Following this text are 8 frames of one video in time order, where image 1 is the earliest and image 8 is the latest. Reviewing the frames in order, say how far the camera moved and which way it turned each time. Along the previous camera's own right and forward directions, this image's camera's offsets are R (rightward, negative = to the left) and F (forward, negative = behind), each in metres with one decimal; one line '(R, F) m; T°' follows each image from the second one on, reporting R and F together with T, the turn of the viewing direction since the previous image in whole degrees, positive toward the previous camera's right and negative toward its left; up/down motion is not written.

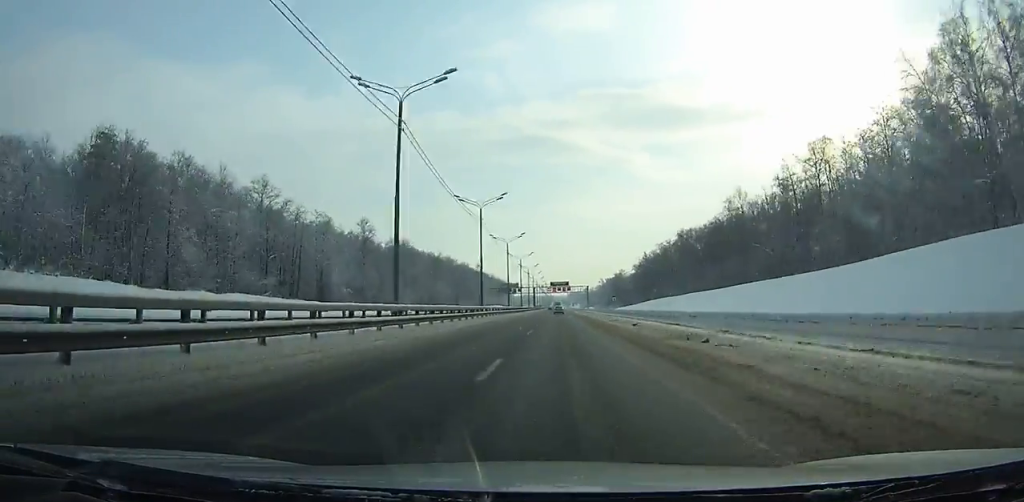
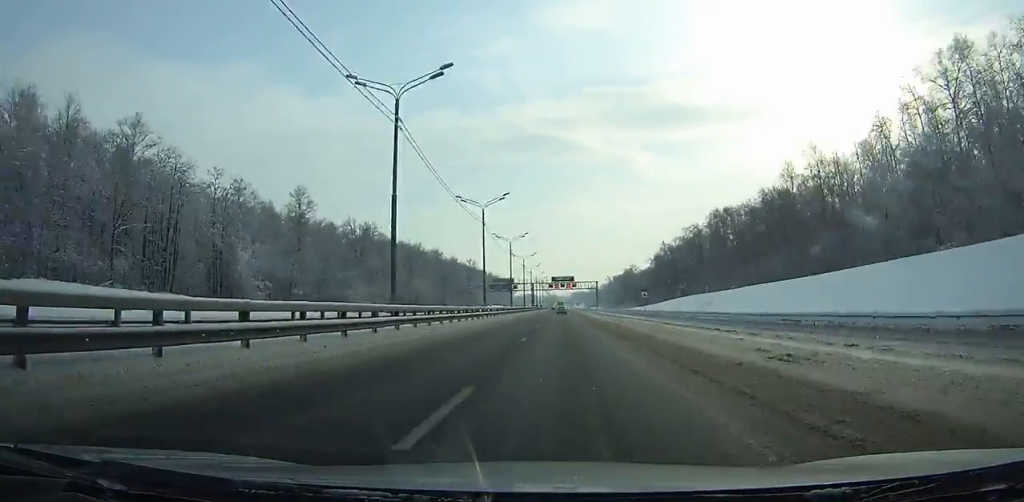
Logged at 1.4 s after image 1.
(0.0, +36.0) m; 0°
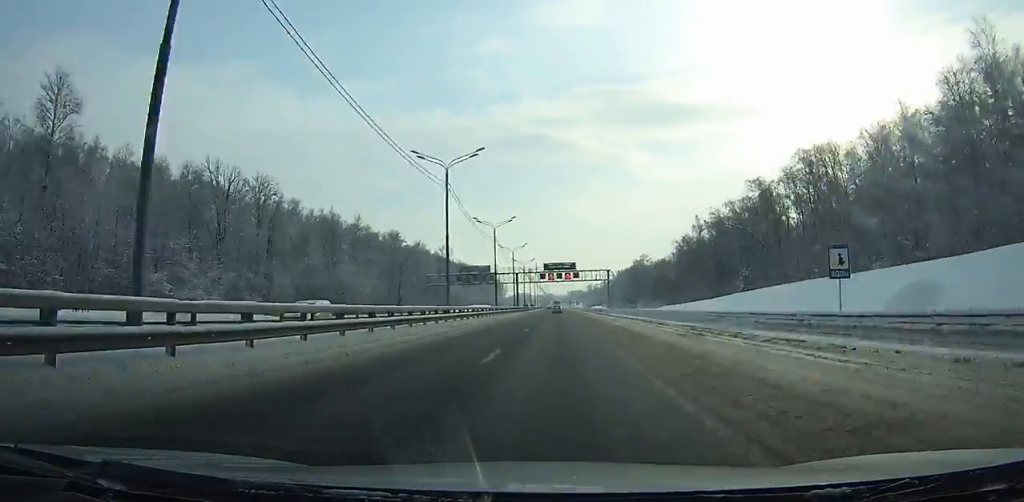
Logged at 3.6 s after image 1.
(+0.1, +57.4) m; 0°
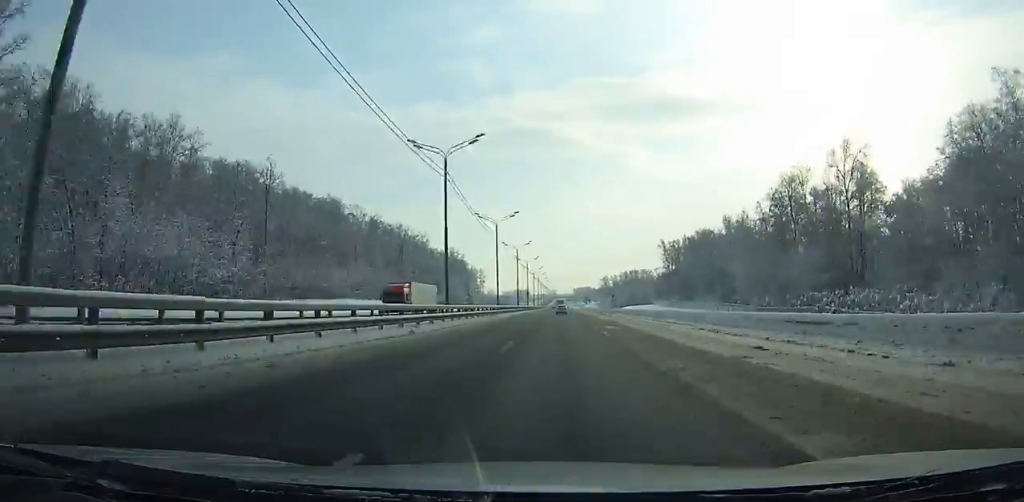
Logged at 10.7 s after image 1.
(-0.9, +188.5) m; 0°
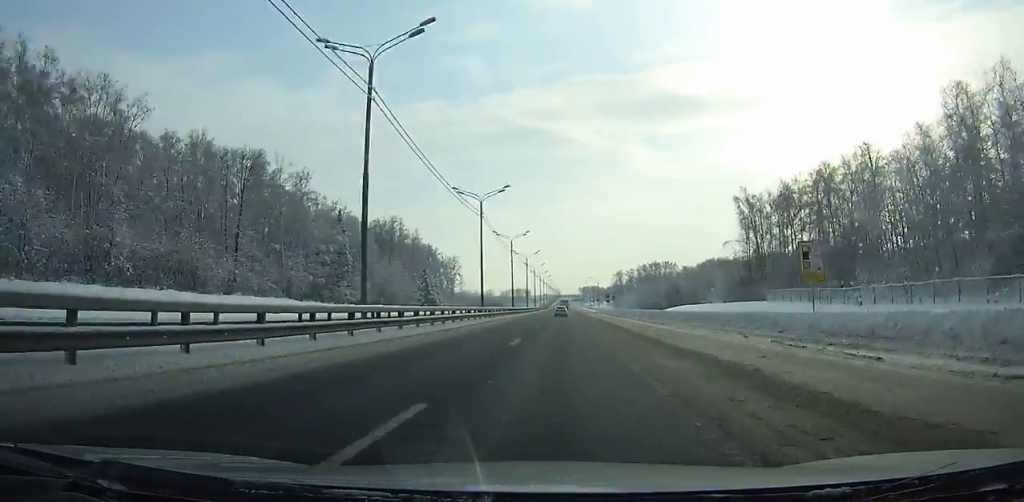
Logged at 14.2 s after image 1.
(-0.2, +93.5) m; 0°
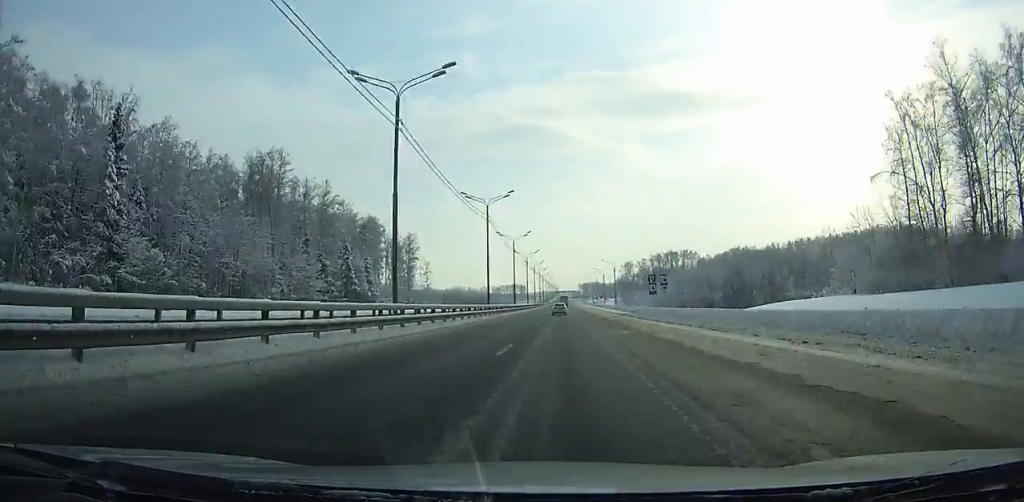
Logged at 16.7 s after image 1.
(0.0, +66.1) m; 0°
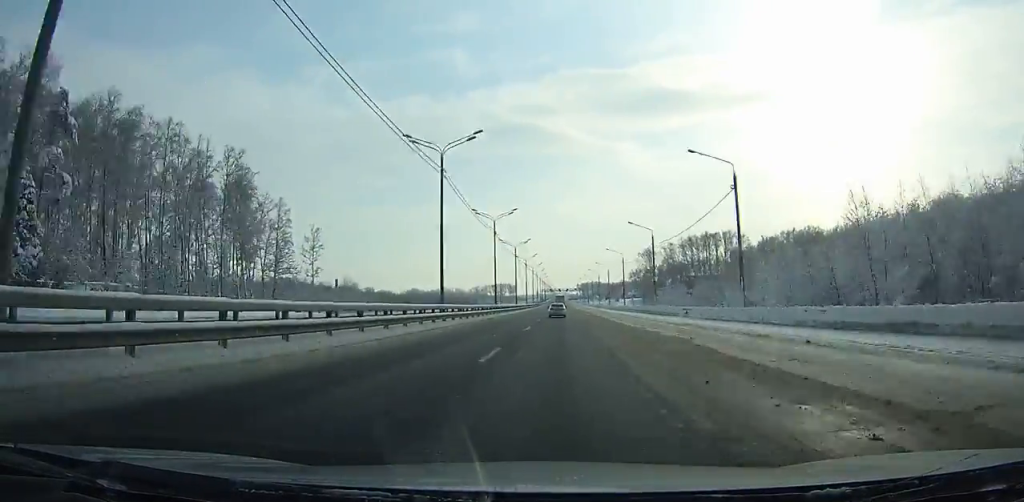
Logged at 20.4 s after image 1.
(0.0, +95.7) m; 0°
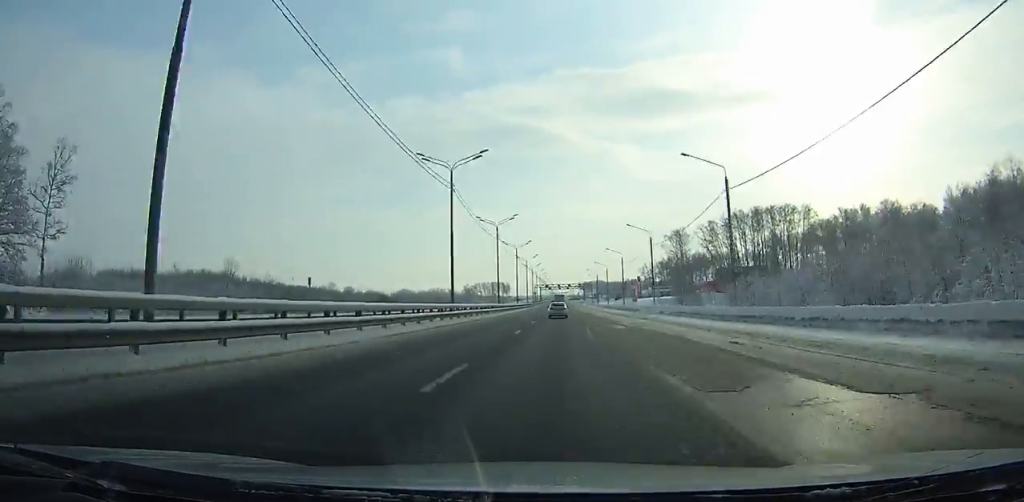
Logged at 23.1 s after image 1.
(0.0, +68.4) m; 0°
